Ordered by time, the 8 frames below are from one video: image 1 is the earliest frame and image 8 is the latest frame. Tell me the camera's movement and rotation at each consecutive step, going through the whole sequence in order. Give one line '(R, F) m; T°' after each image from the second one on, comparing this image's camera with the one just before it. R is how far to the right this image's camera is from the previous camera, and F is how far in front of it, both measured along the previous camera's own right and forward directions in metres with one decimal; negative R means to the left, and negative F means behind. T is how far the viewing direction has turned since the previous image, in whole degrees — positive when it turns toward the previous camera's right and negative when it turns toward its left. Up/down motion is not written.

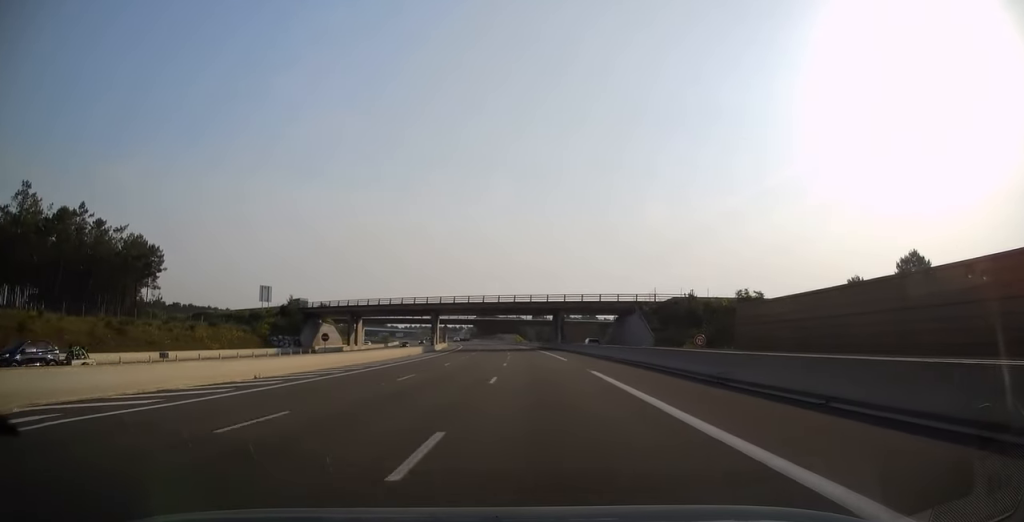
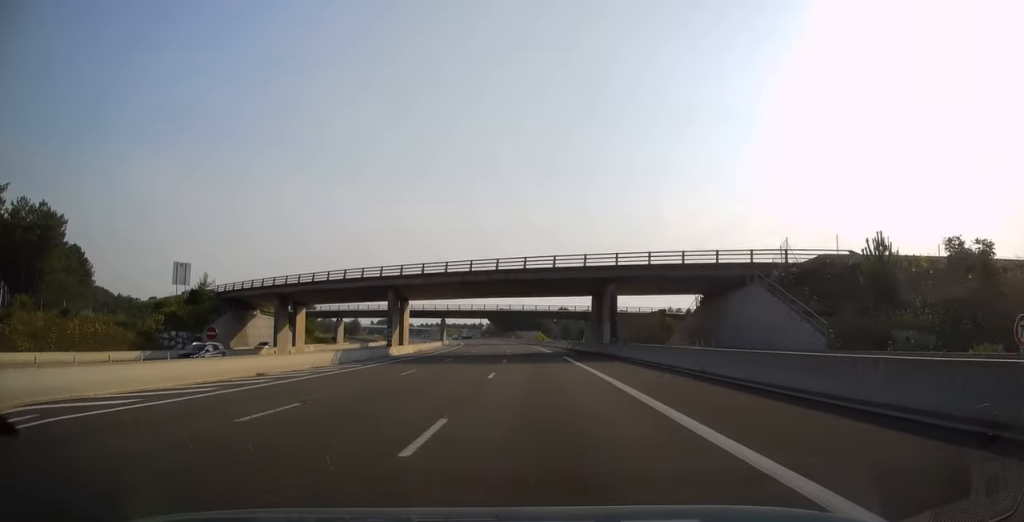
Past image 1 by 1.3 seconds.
(-0.4, +38.3) m; -2°
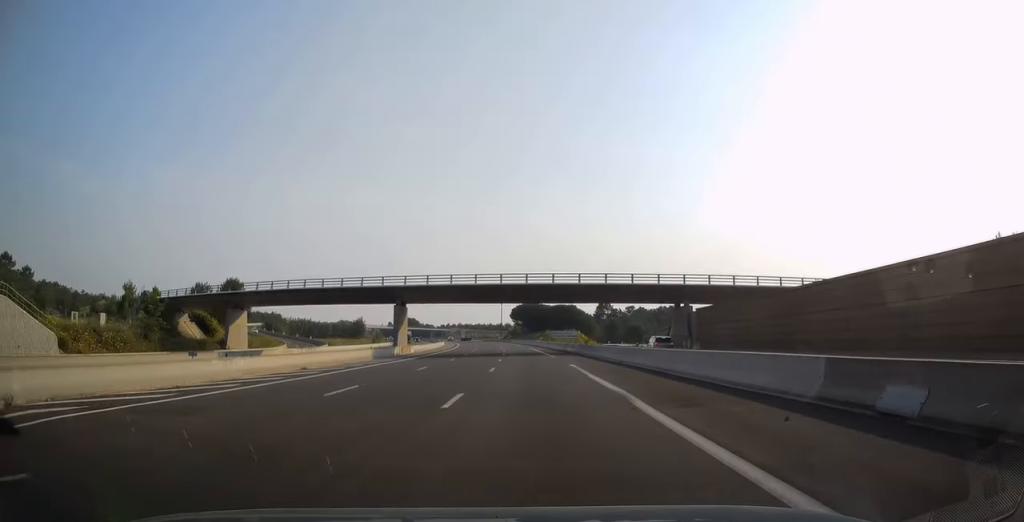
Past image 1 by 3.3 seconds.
(-2.1, +60.6) m; -4°
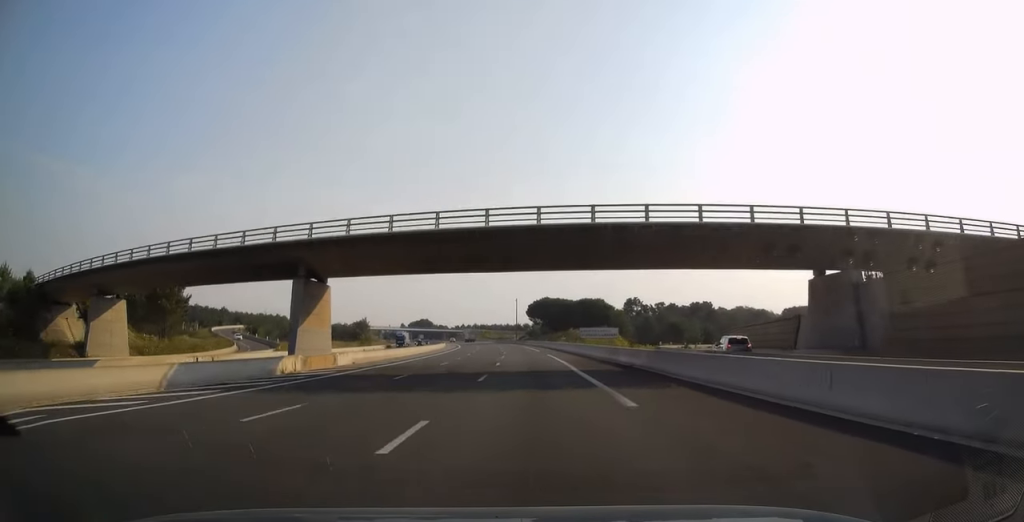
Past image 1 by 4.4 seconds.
(-0.5, +30.6) m; -1°
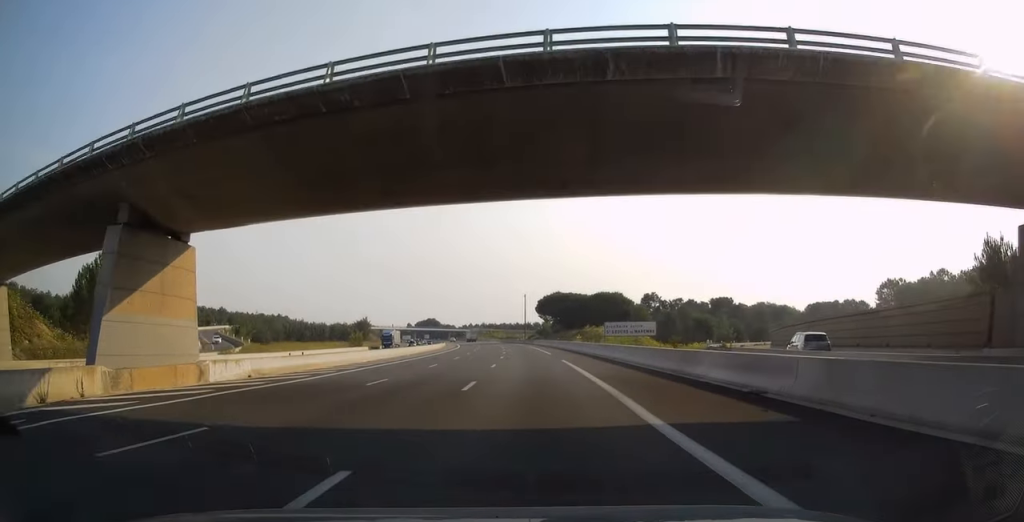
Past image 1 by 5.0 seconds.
(+0.1, +17.3) m; -1°
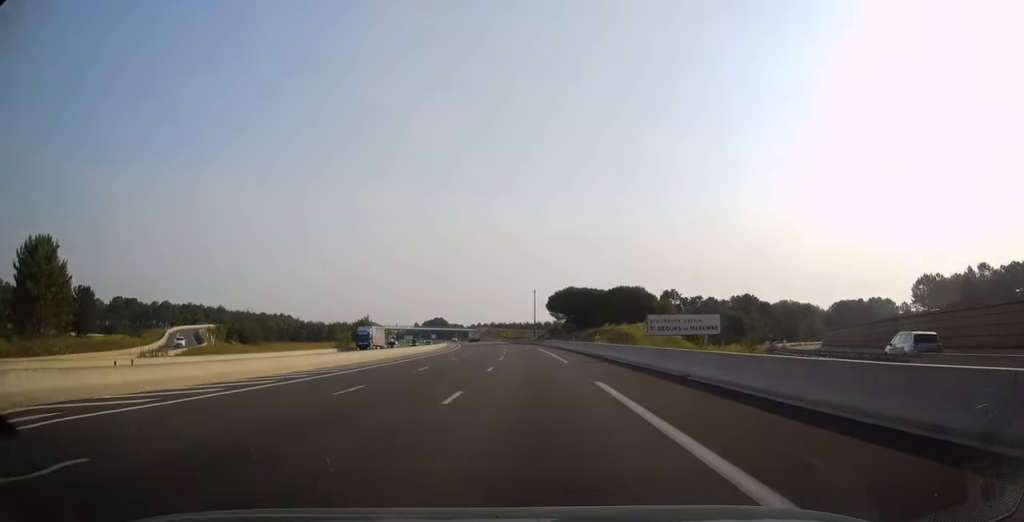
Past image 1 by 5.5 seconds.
(-0.3, +16.3) m; -1°
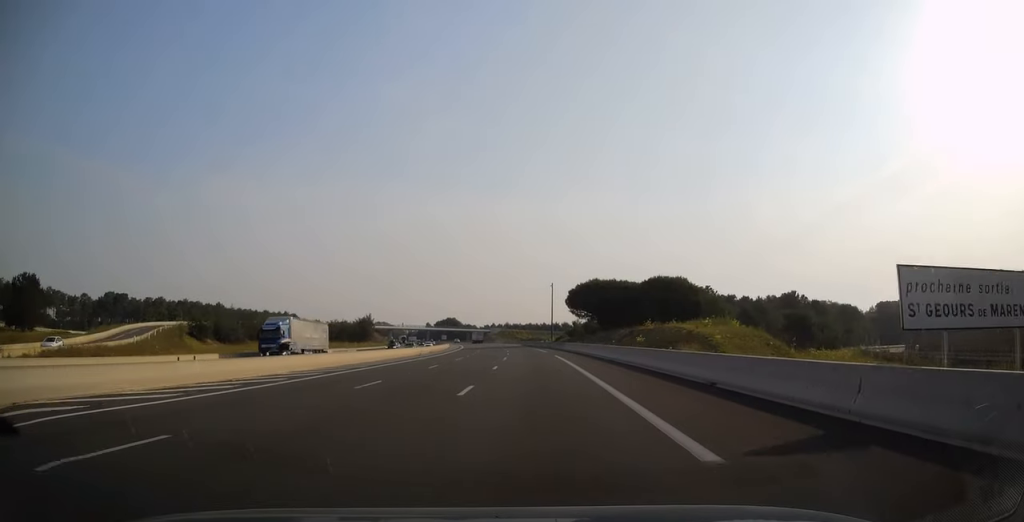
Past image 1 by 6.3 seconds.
(-0.3, +24.3) m; -2°
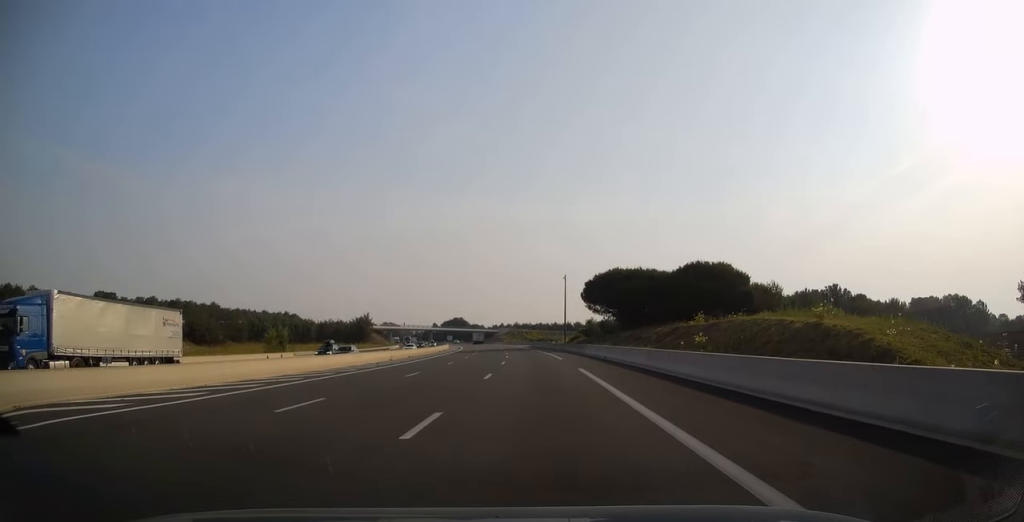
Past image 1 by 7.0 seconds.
(-0.1, +19.3) m; -1°
